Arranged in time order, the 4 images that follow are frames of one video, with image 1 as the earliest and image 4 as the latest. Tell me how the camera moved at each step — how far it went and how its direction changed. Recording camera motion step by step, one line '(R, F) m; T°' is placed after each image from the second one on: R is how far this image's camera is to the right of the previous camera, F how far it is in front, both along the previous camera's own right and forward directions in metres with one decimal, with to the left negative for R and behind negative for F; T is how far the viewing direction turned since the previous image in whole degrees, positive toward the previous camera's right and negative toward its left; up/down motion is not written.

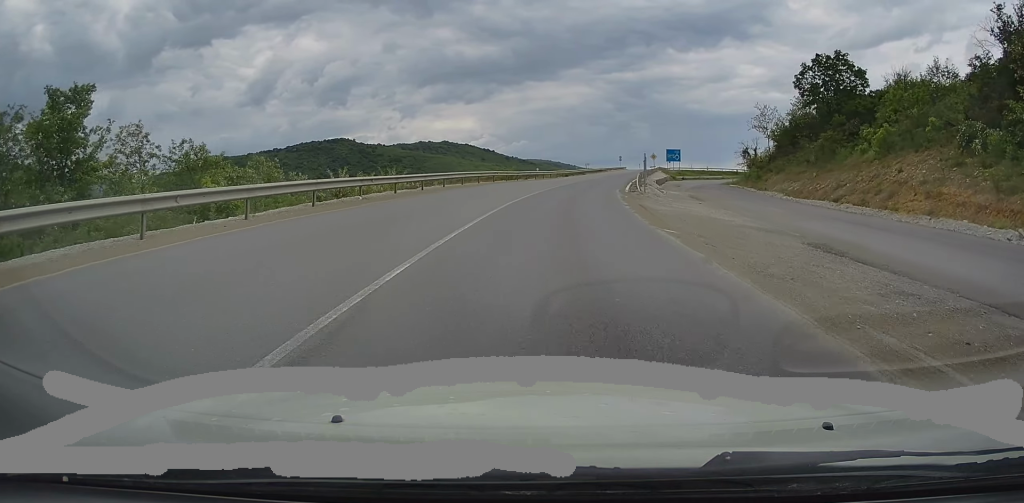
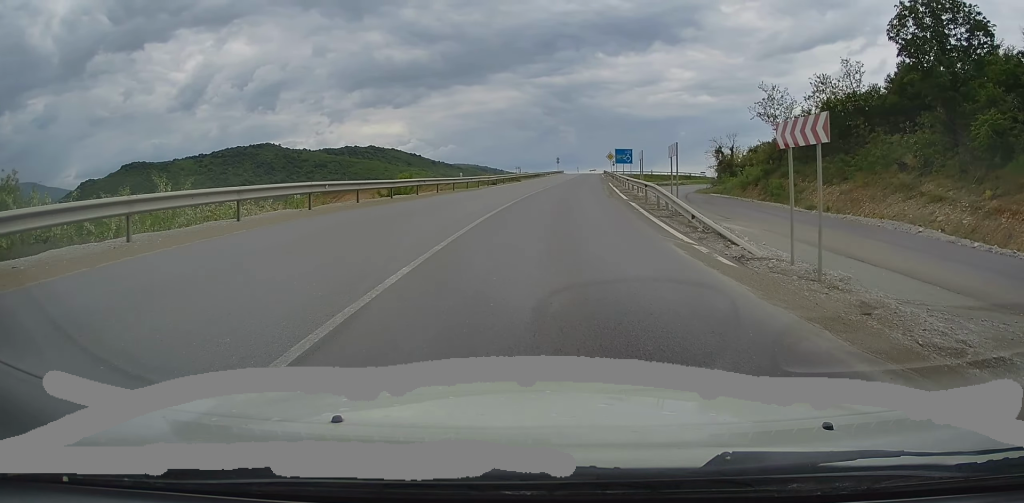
(+1.4, +27.6) m; +6°
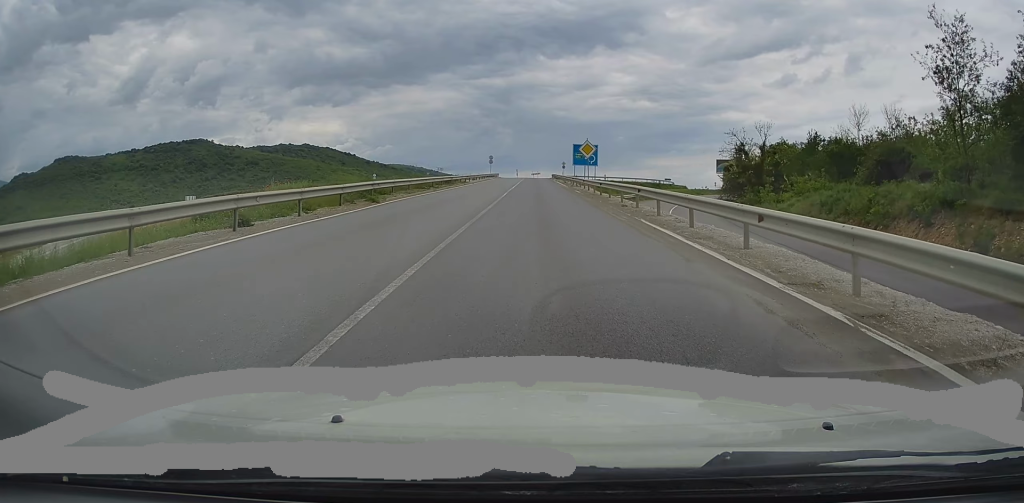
(+2.8, +39.3) m; +5°
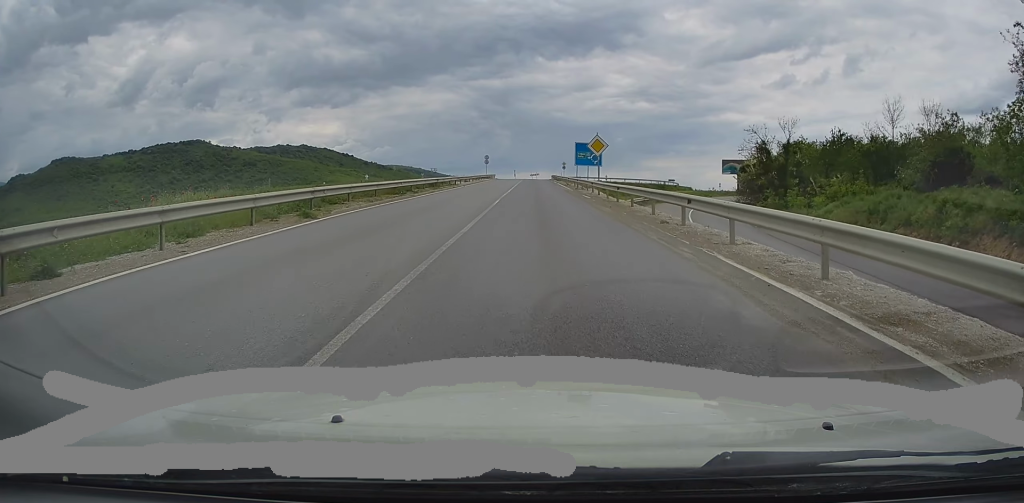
(0.0, +7.0) m; +1°
